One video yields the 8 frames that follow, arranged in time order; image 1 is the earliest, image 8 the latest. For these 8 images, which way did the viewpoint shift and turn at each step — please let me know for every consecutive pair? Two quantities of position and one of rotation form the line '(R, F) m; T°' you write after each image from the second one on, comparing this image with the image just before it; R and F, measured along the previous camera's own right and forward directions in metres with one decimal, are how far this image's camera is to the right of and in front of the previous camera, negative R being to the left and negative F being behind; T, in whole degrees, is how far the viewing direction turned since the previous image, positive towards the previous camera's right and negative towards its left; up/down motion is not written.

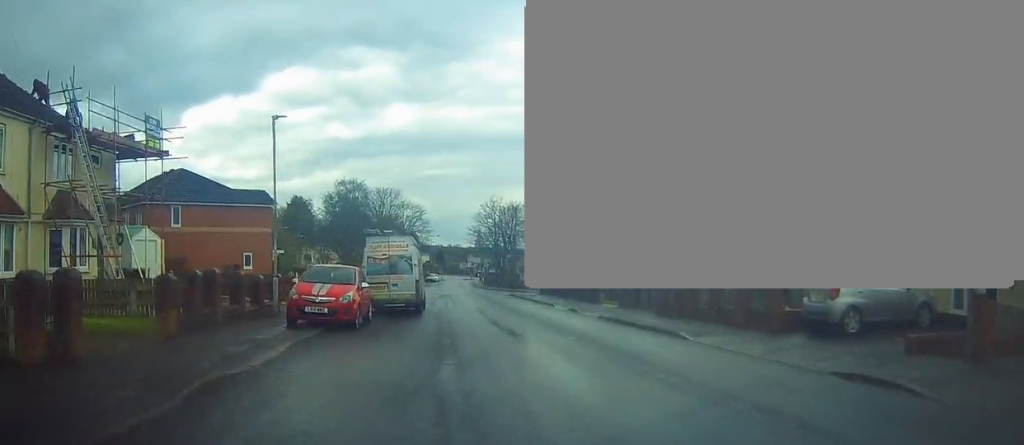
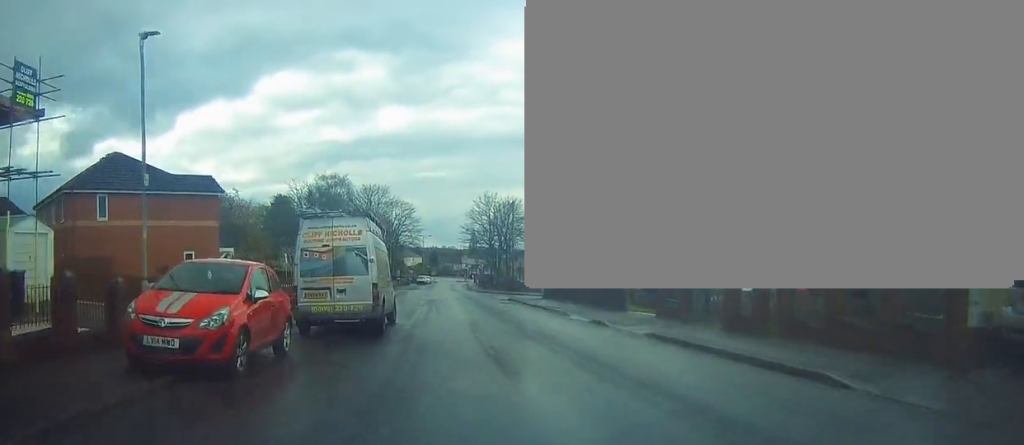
(-0.1, +7.2) m; -3°
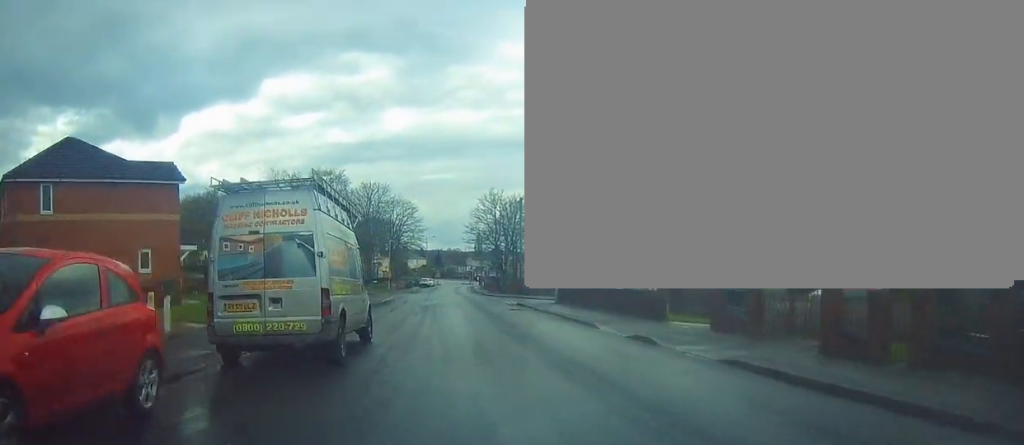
(-0.3, +5.0) m; 0°
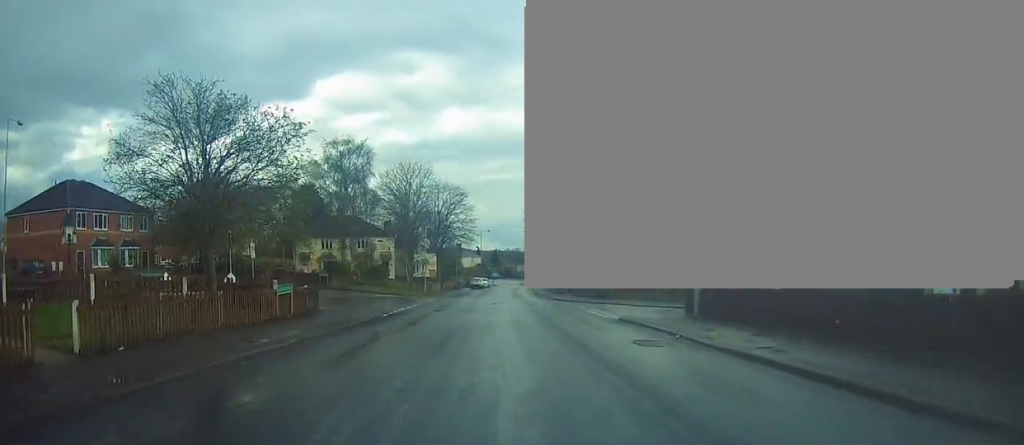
(-0.1, +17.5) m; -4°
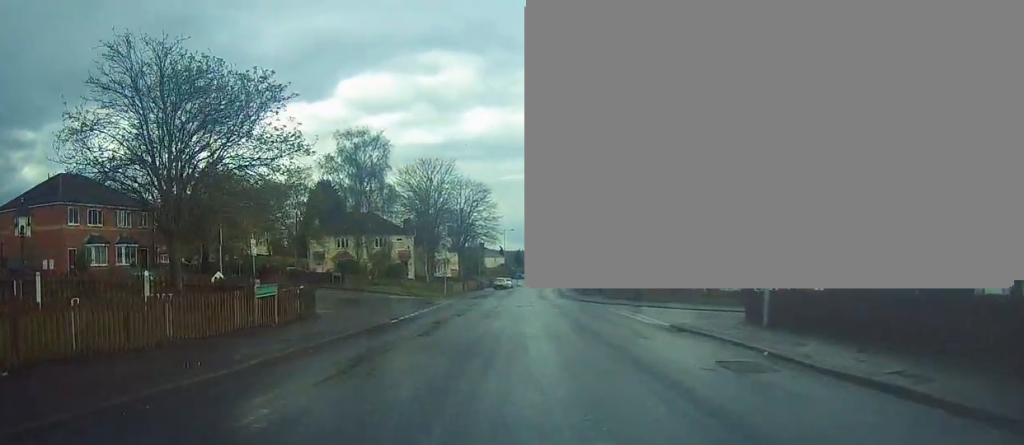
(+0.1, +3.7) m; -2°
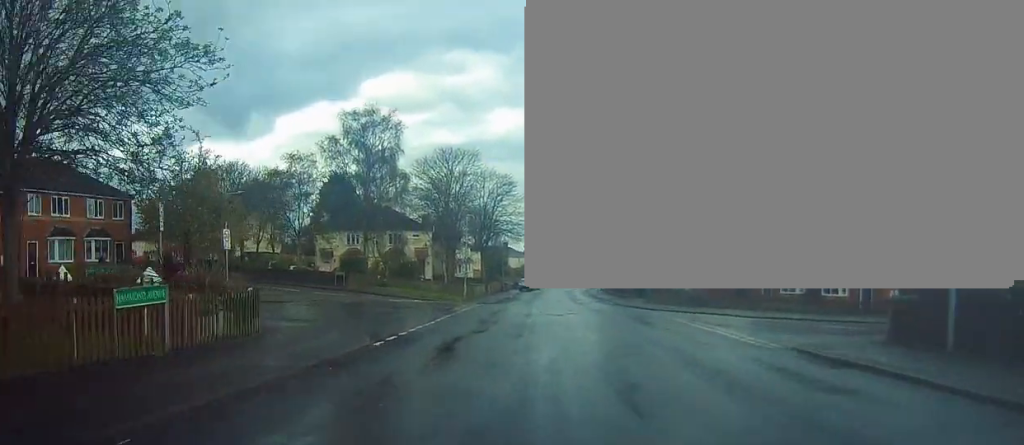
(-0.2, +7.1) m; -3°
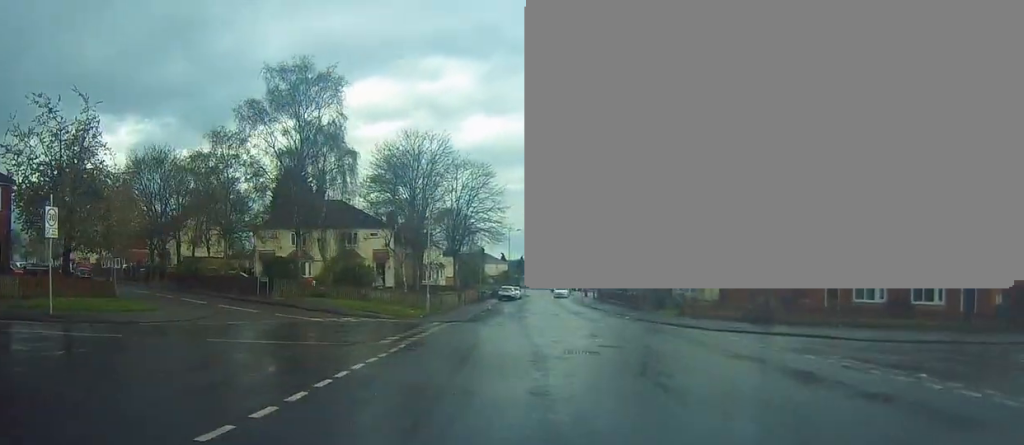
(-0.3, +12.2) m; +3°
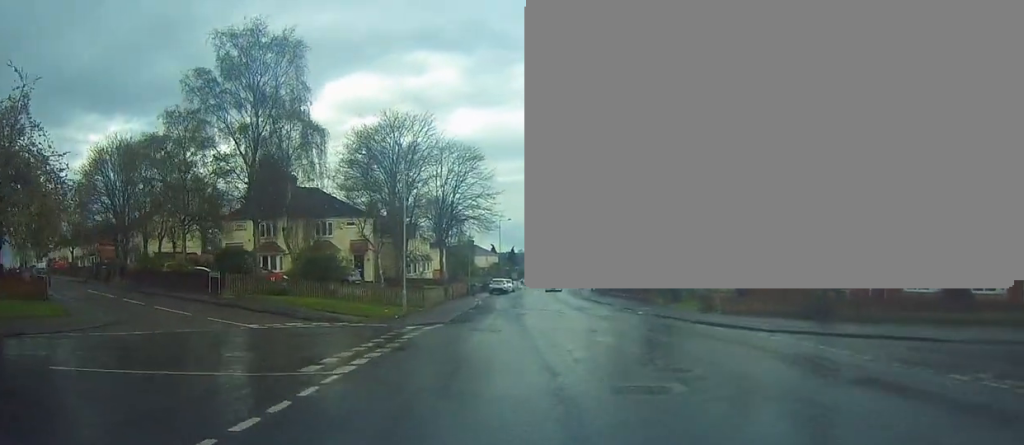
(+0.3, +5.4) m; +3°
